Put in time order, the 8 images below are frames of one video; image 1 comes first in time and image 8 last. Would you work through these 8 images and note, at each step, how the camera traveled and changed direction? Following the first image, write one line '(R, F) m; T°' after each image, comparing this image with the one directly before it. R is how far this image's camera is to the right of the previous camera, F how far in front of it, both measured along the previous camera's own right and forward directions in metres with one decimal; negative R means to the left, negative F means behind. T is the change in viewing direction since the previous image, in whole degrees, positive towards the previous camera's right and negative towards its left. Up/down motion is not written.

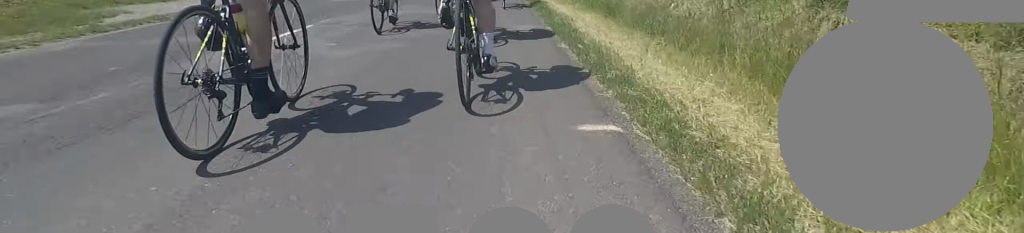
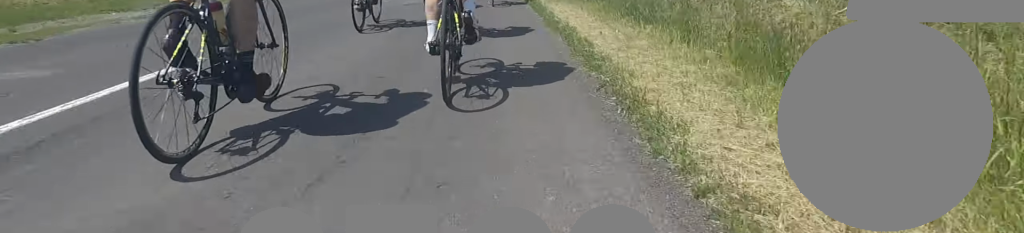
(0.0, +12.9) m; 0°
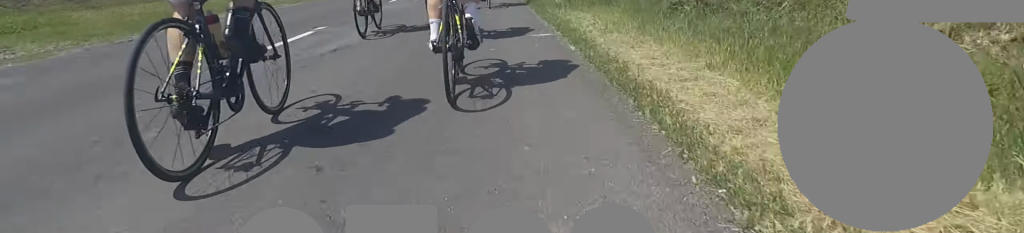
(0.0, +5.3) m; 0°
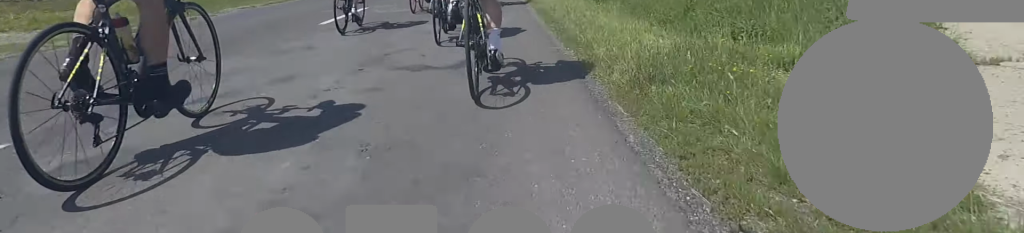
(0.0, +15.1) m; 0°
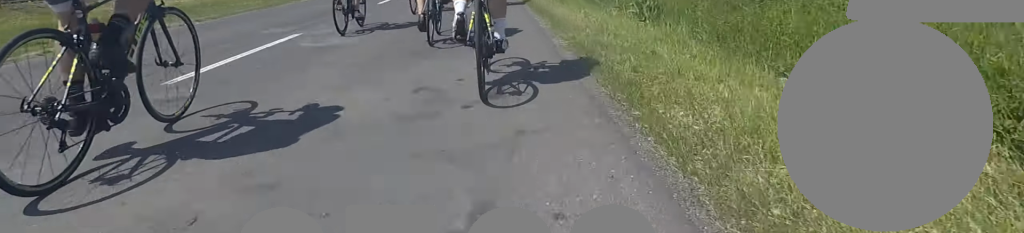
(0.0, +4.2) m; 0°
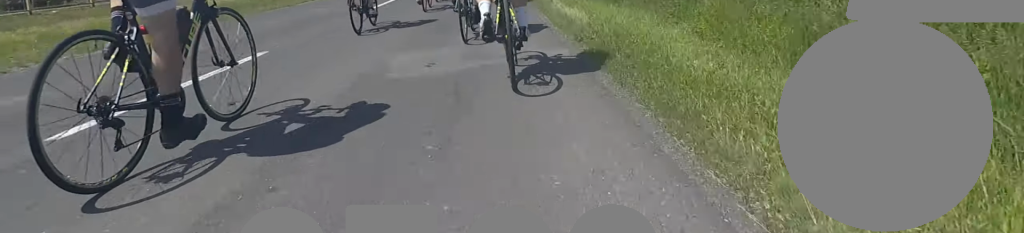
(0.0, +10.4) m; 0°
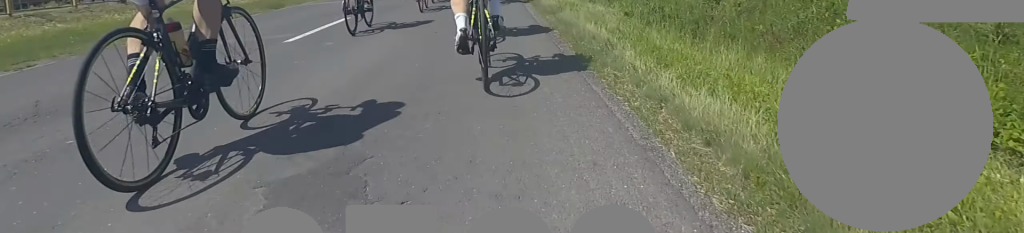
(0.0, +4.7) m; 0°
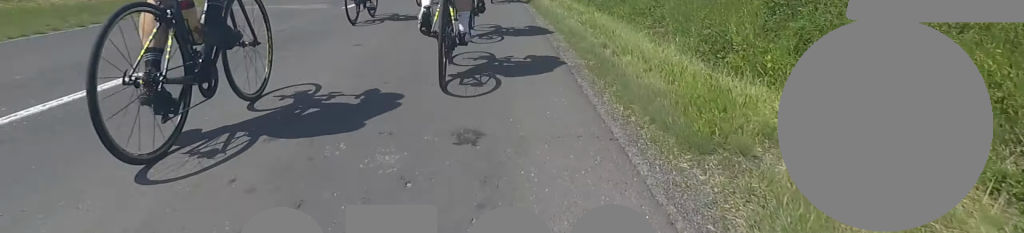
(0.0, +5.7) m; 0°
